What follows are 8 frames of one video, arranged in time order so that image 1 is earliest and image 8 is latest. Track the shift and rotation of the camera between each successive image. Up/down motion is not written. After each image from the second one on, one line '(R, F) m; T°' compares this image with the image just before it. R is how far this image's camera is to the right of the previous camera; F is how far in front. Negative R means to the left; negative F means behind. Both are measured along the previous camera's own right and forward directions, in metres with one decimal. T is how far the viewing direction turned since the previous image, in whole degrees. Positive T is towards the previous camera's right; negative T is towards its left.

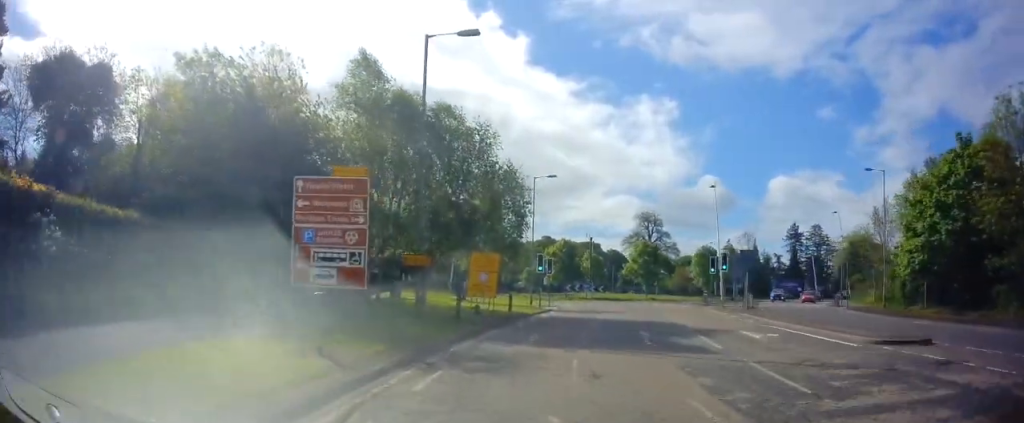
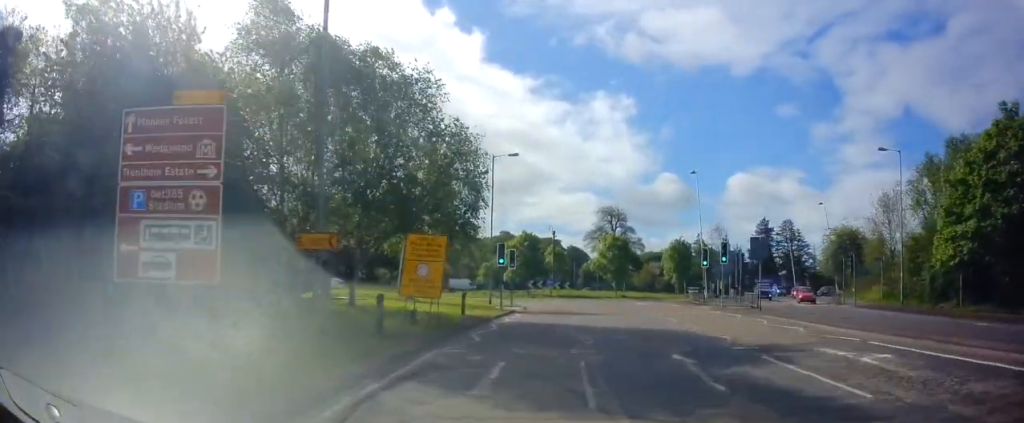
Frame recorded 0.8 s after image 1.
(+0.3, +6.8) m; +4°
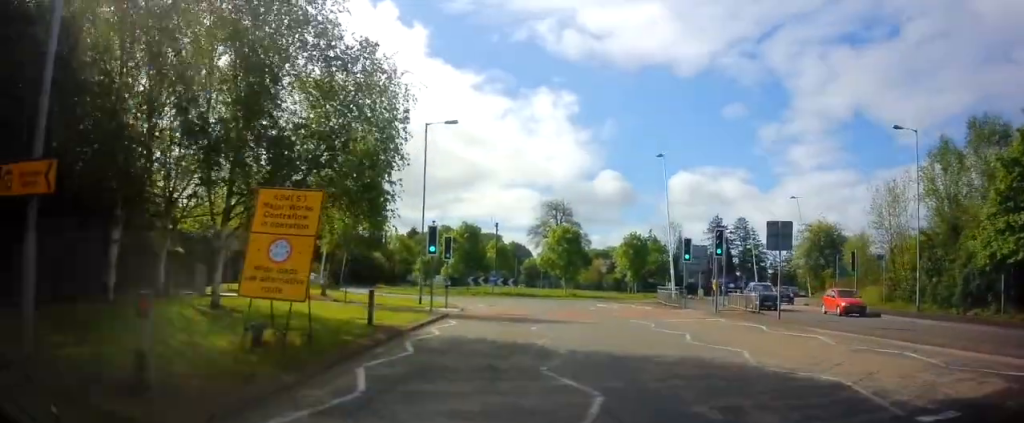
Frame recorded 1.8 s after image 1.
(+0.3, +7.5) m; +7°
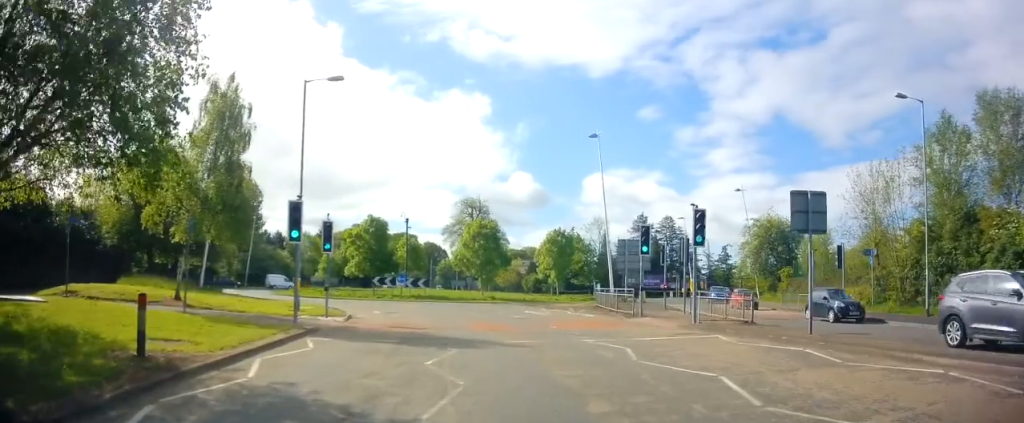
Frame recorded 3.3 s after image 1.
(+0.8, +7.6) m; +7°
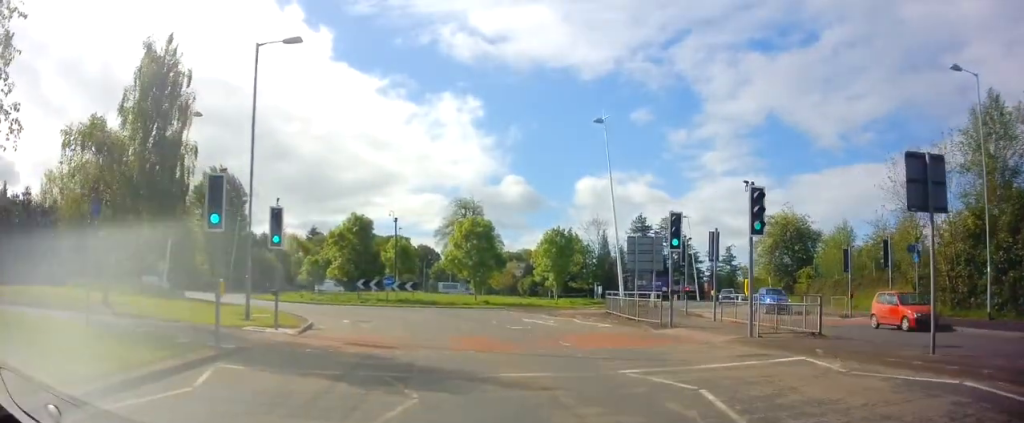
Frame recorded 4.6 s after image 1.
(-0.2, +5.1) m; -4°
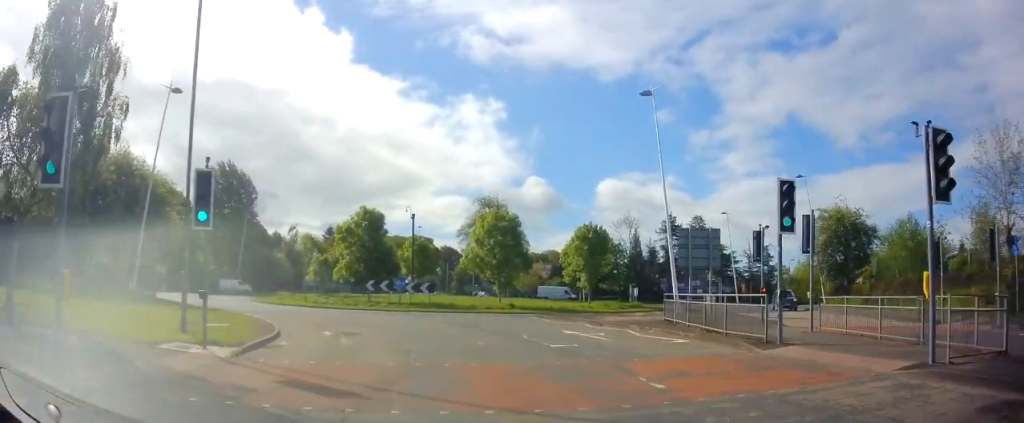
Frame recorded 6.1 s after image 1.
(+0.2, +5.7) m; +4°
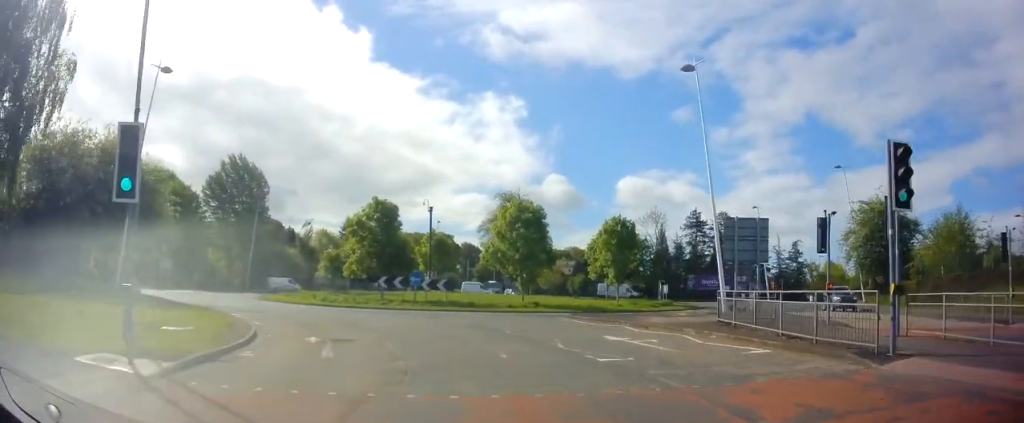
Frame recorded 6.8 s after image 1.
(0.0, +3.0) m; 0°
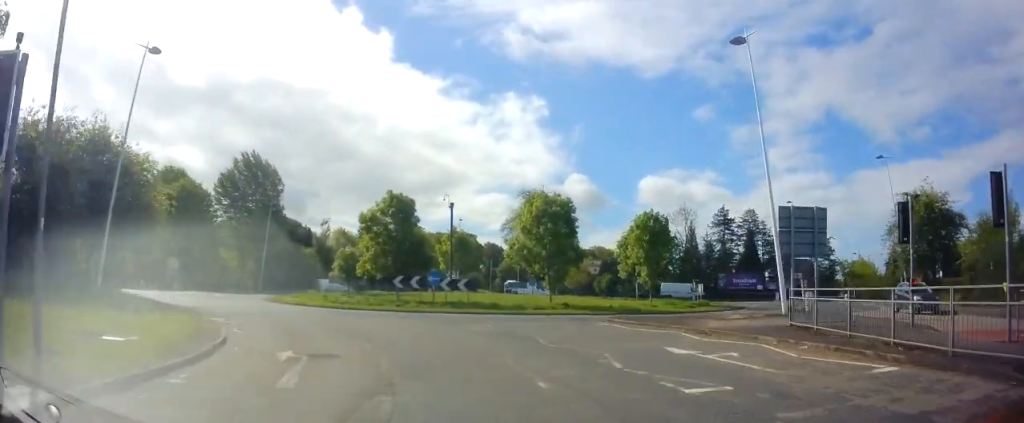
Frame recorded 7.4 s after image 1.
(+0.1, +3.0) m; -3°
